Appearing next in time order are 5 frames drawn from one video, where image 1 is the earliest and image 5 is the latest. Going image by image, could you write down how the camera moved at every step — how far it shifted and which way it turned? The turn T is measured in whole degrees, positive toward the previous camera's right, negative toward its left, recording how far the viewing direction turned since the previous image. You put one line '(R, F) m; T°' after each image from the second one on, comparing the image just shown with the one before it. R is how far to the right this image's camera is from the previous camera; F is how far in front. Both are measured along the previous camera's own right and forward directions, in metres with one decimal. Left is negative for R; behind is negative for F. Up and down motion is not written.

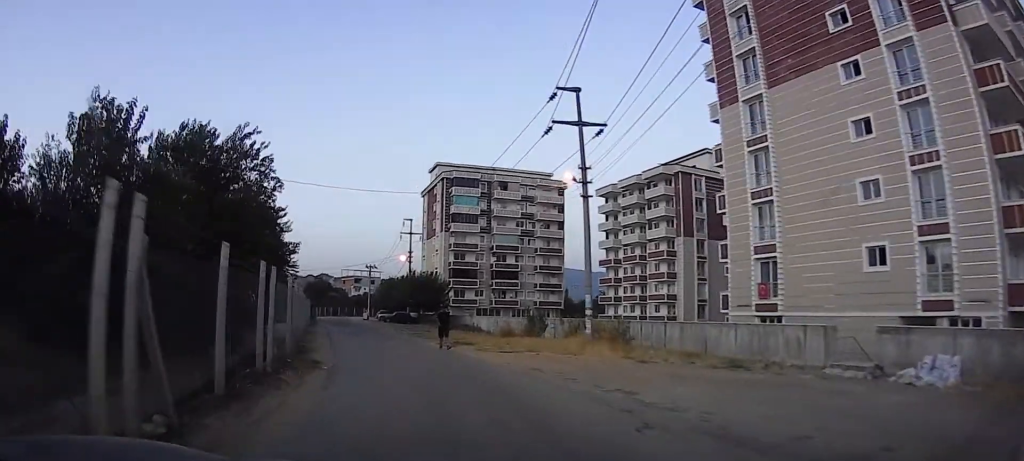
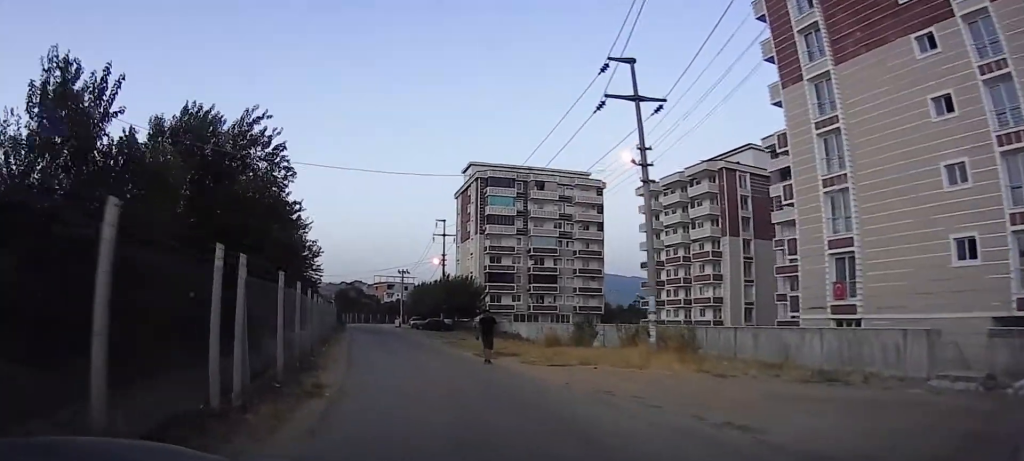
(0.0, +3.1) m; -7°
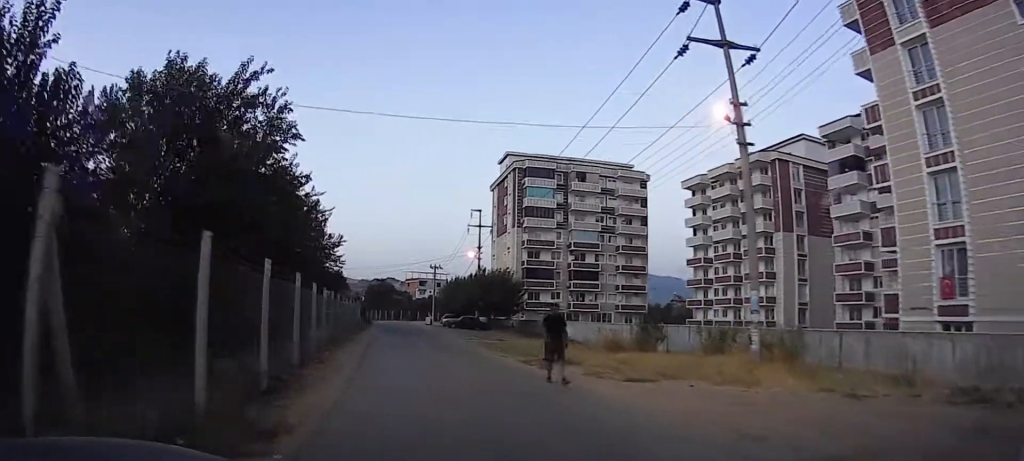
(-0.5, +4.3) m; -12°
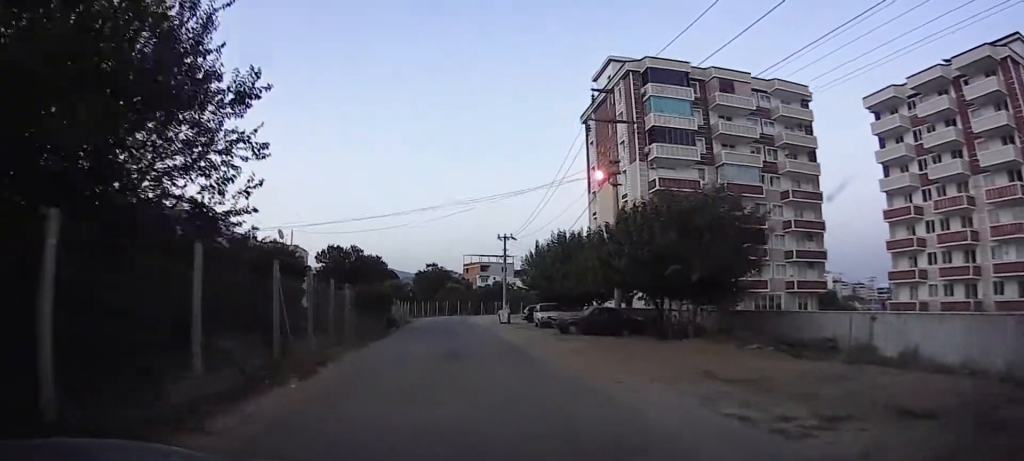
(-6.1, +28.3) m; -14°
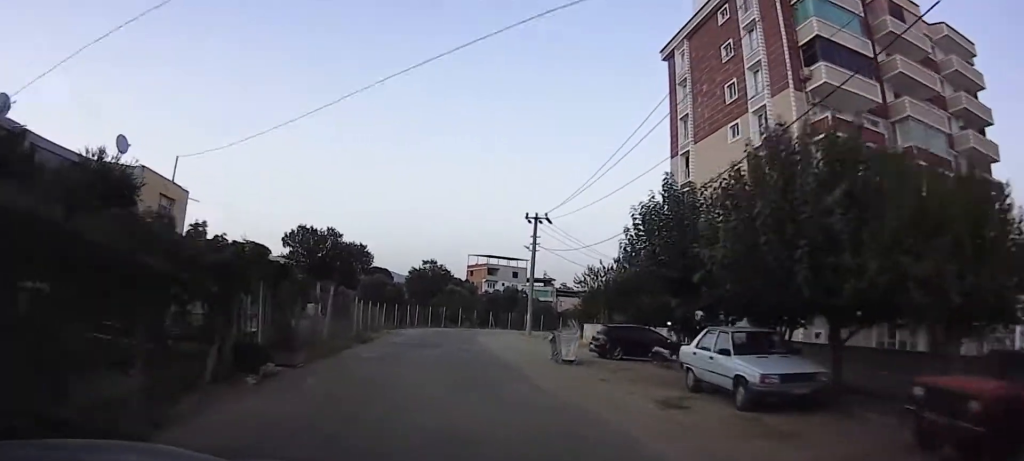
(+0.6, +24.1) m; +2°
